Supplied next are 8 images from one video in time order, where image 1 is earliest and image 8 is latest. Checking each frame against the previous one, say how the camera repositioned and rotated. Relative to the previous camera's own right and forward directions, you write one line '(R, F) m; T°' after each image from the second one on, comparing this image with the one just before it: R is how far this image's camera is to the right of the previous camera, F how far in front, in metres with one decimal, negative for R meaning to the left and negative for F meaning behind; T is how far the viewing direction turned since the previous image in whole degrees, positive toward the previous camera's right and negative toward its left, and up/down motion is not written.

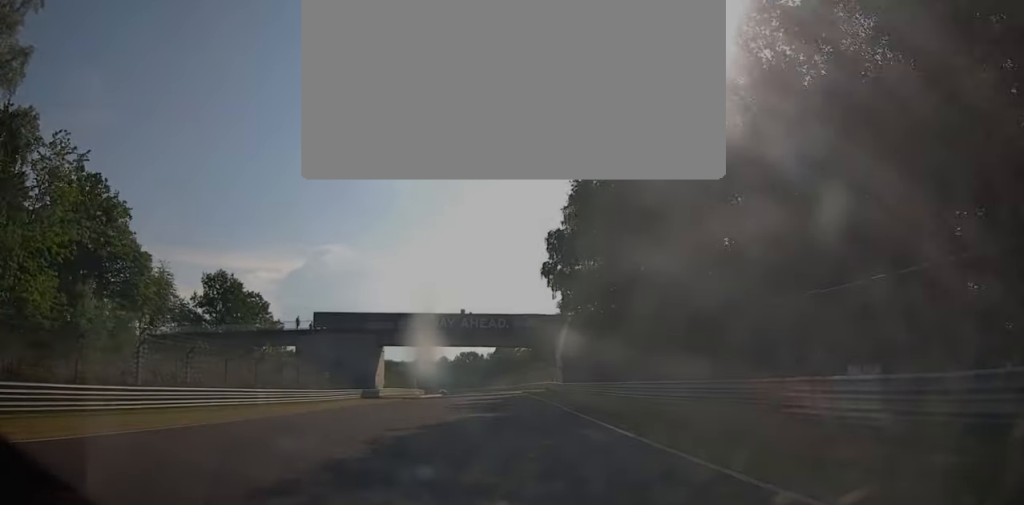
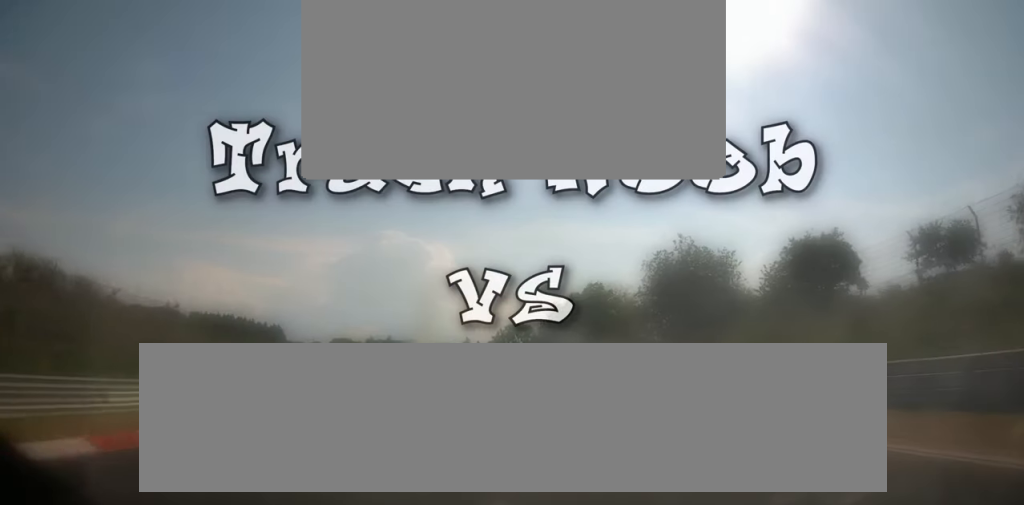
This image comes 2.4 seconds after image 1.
(-3.0, +105.2) m; -4°
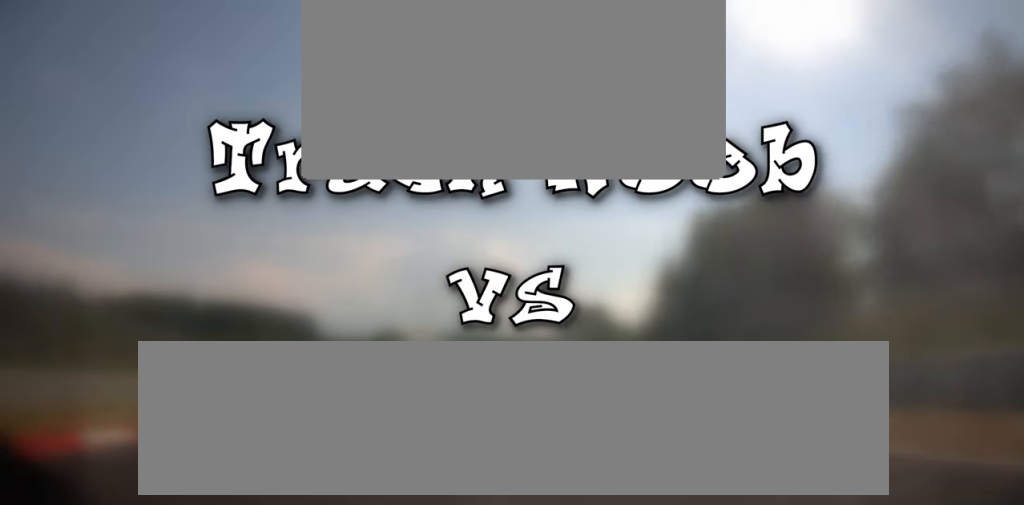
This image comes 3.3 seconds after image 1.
(-1.6, +45.4) m; -6°
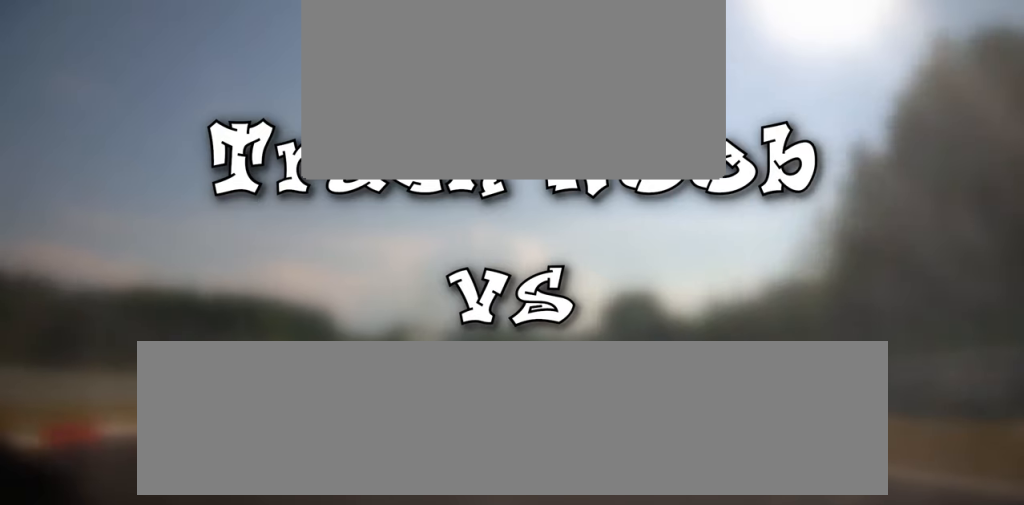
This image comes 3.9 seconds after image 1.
(-0.5, +24.3) m; -4°
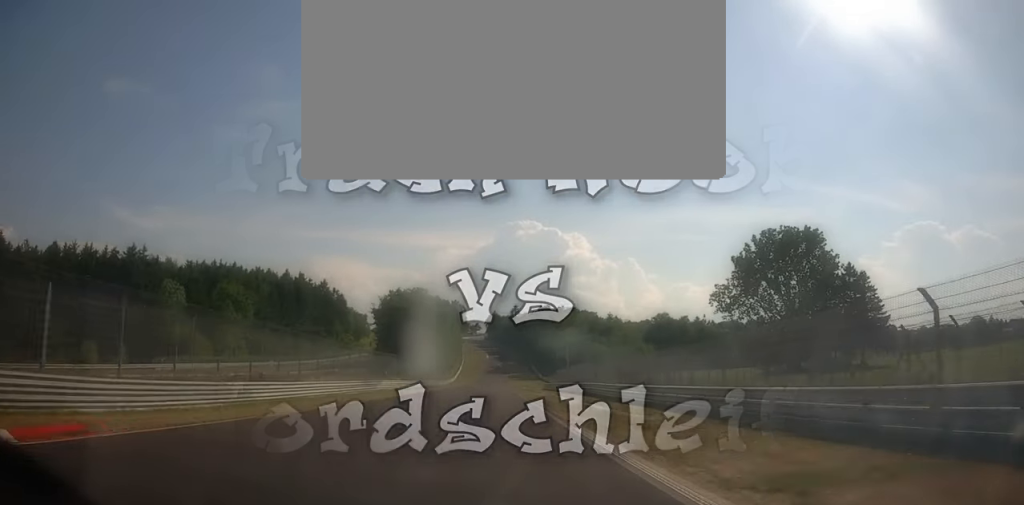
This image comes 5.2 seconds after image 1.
(-4.0, +64.8) m; -4°
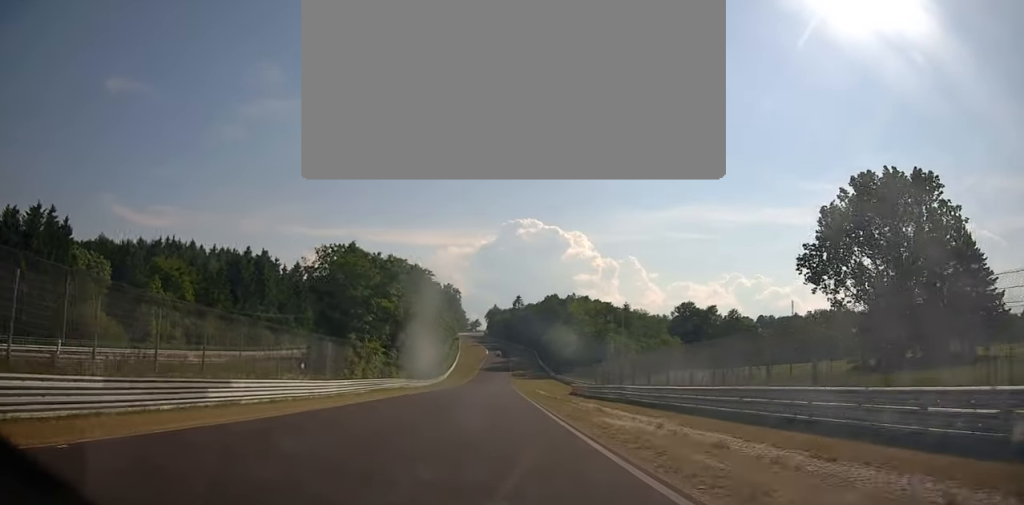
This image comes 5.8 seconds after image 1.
(-0.1, +29.7) m; 0°
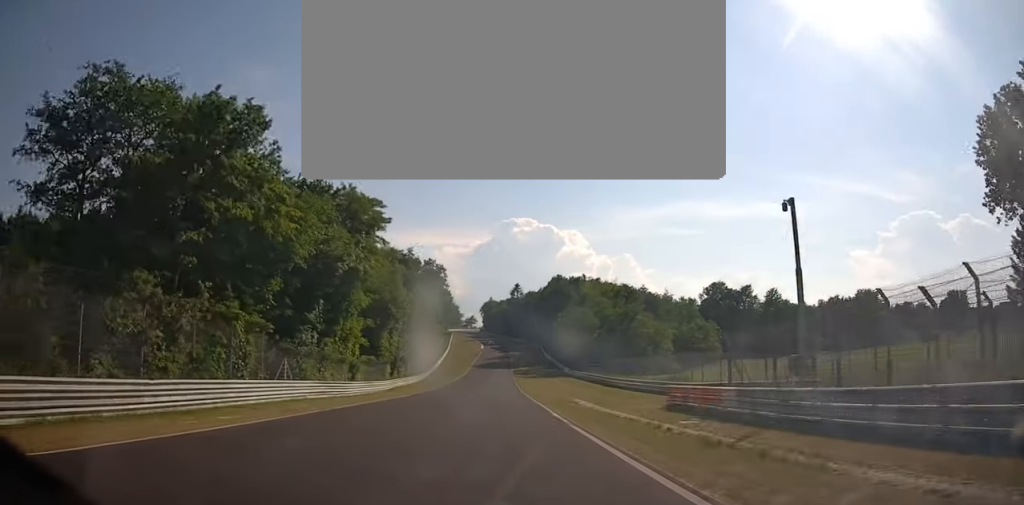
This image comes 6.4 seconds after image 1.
(0.0, +33.0) m; 0°
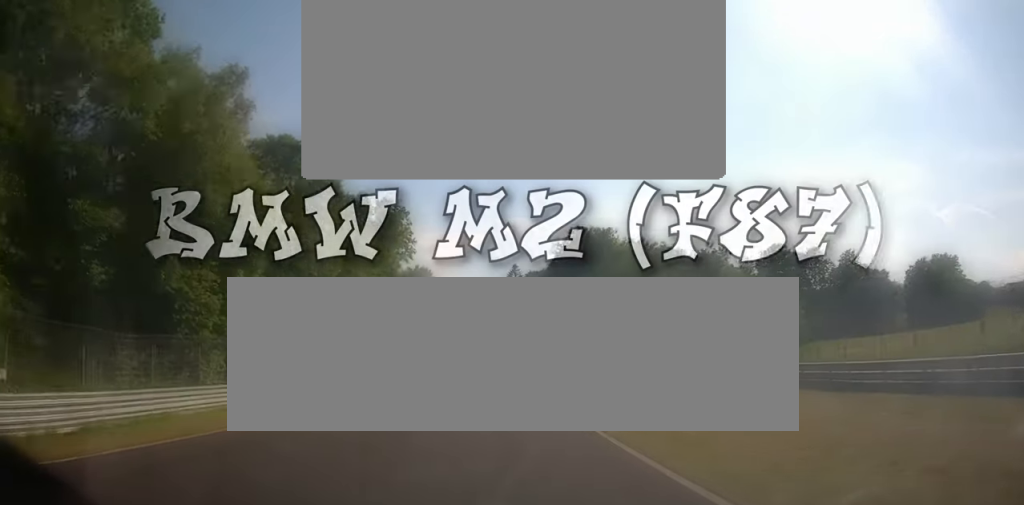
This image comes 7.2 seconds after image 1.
(0.0, +43.2) m; 0°
